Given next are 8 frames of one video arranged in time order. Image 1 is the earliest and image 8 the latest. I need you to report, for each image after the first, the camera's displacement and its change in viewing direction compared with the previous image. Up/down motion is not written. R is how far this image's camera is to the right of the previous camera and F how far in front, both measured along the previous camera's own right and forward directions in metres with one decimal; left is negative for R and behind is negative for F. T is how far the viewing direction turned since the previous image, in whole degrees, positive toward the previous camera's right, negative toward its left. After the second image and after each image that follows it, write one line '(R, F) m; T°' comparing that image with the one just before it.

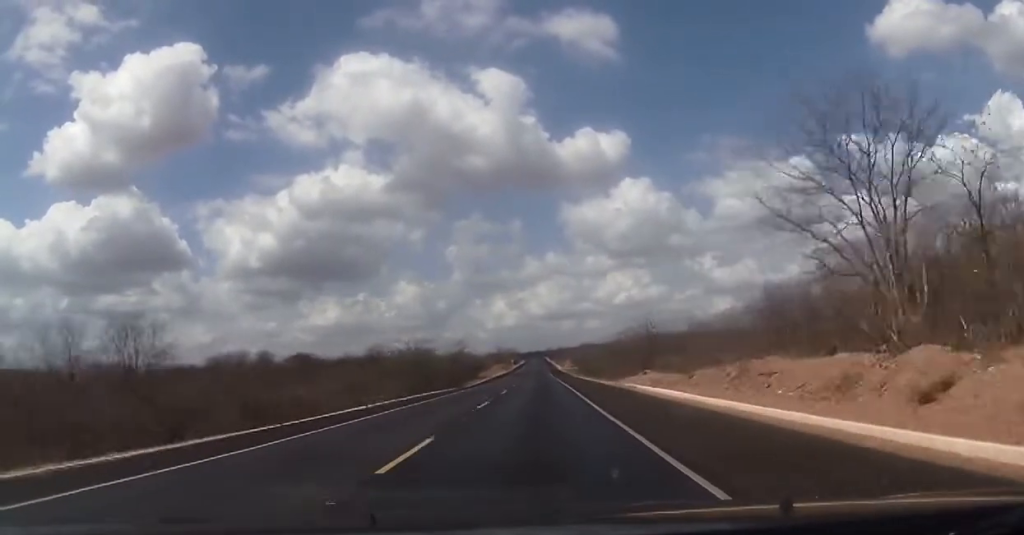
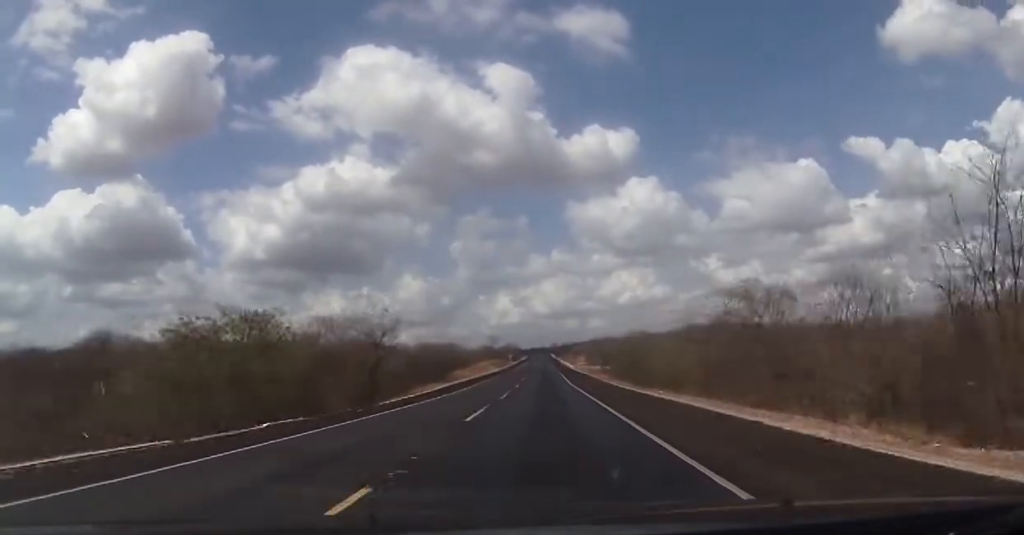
(-0.1, +45.3) m; 0°
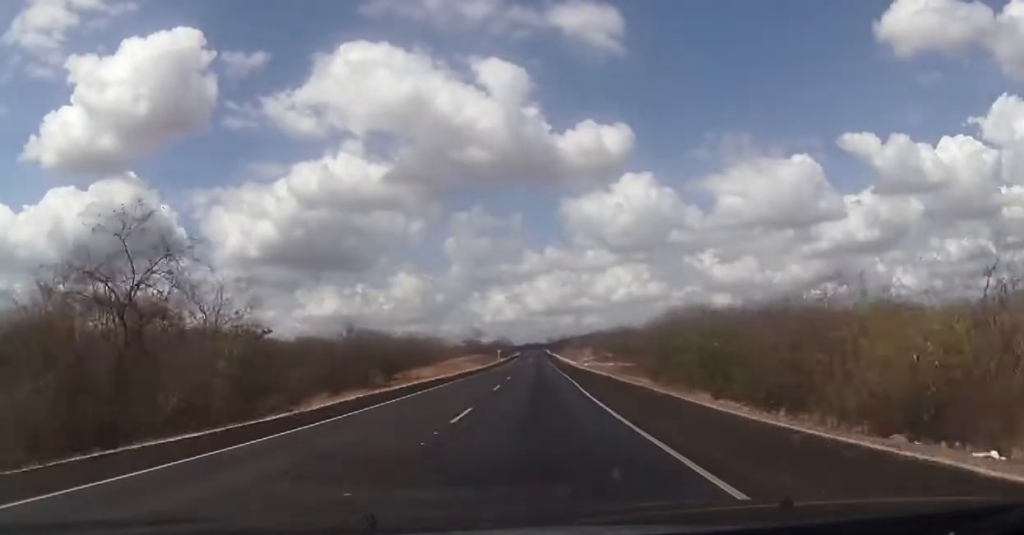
(-0.1, +28.9) m; 0°
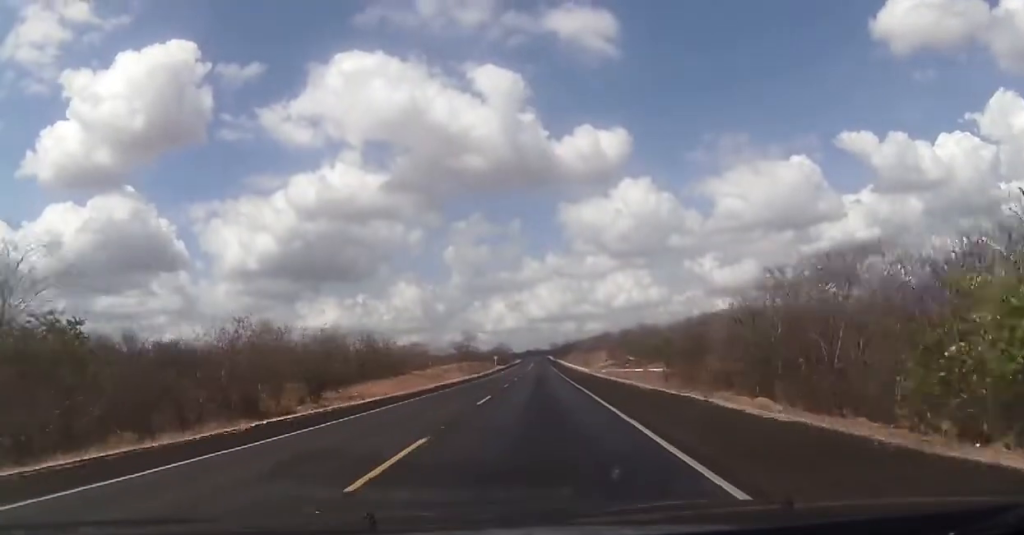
(0.0, +20.7) m; 0°
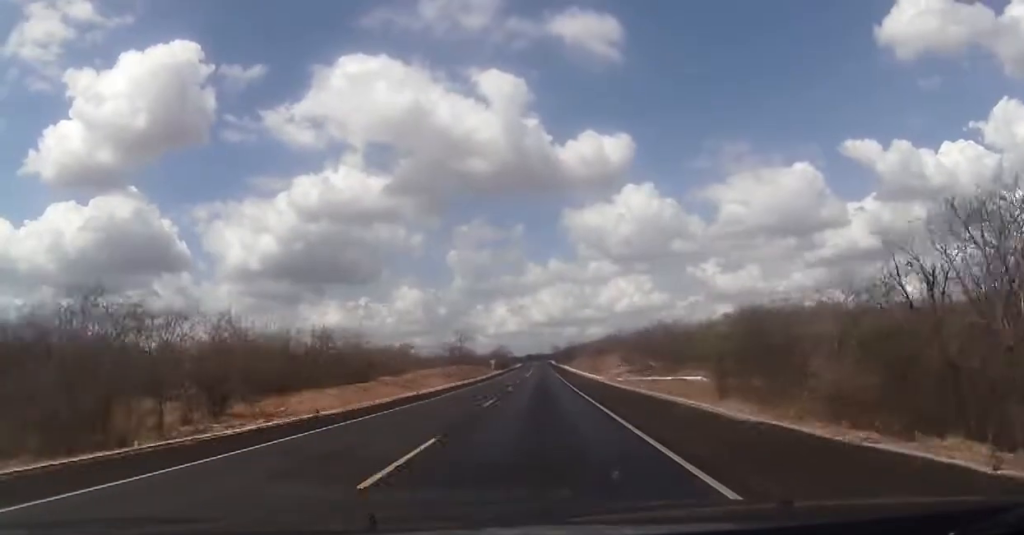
(0.0, +12.9) m; 0°
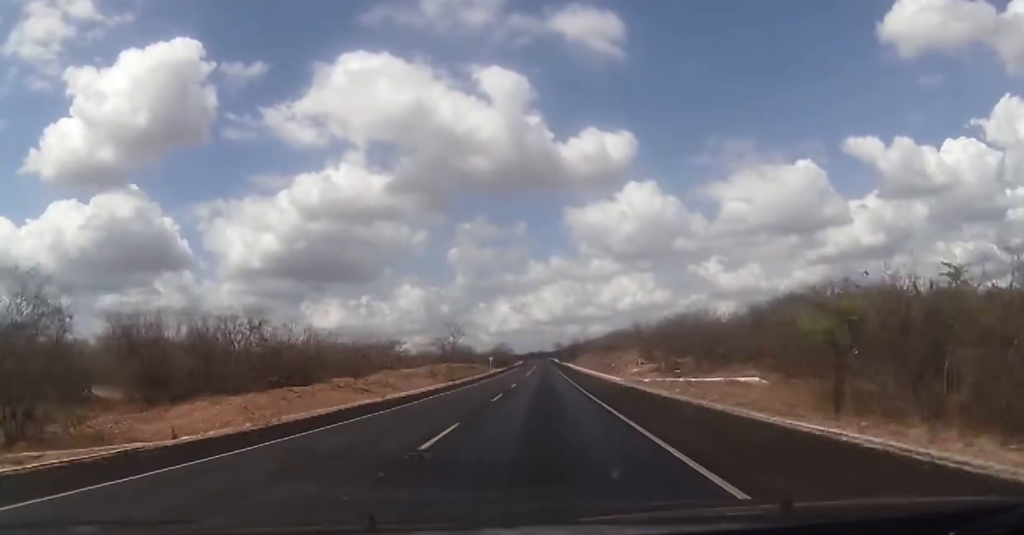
(0.0, +12.2) m; 0°
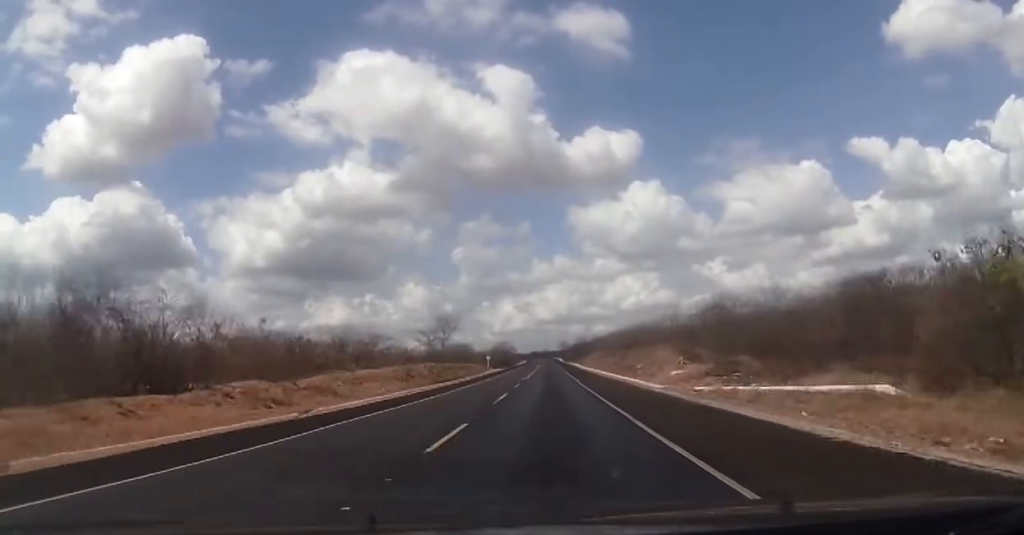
(-0.1, +14.0) m; 0°
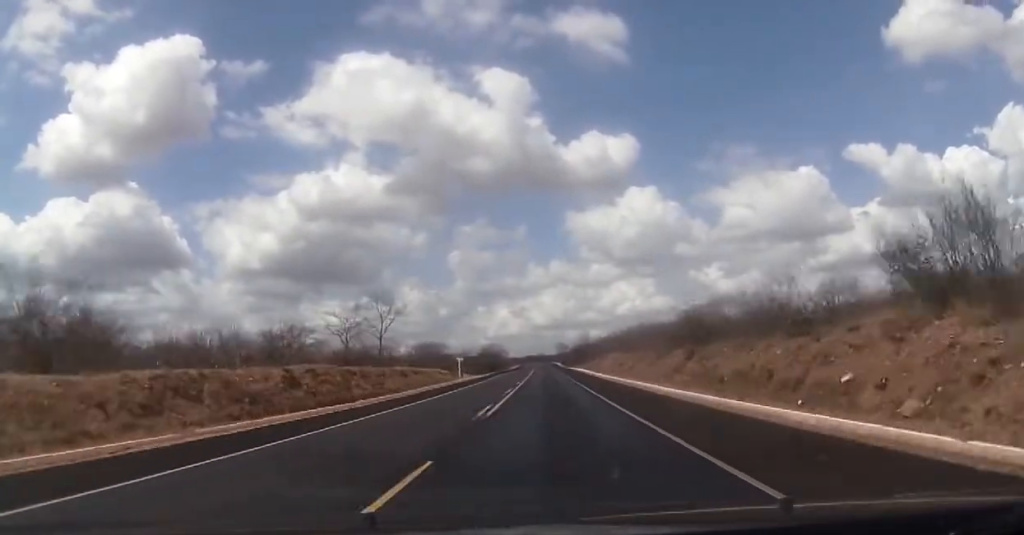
(+0.3, +33.4) m; 0°
